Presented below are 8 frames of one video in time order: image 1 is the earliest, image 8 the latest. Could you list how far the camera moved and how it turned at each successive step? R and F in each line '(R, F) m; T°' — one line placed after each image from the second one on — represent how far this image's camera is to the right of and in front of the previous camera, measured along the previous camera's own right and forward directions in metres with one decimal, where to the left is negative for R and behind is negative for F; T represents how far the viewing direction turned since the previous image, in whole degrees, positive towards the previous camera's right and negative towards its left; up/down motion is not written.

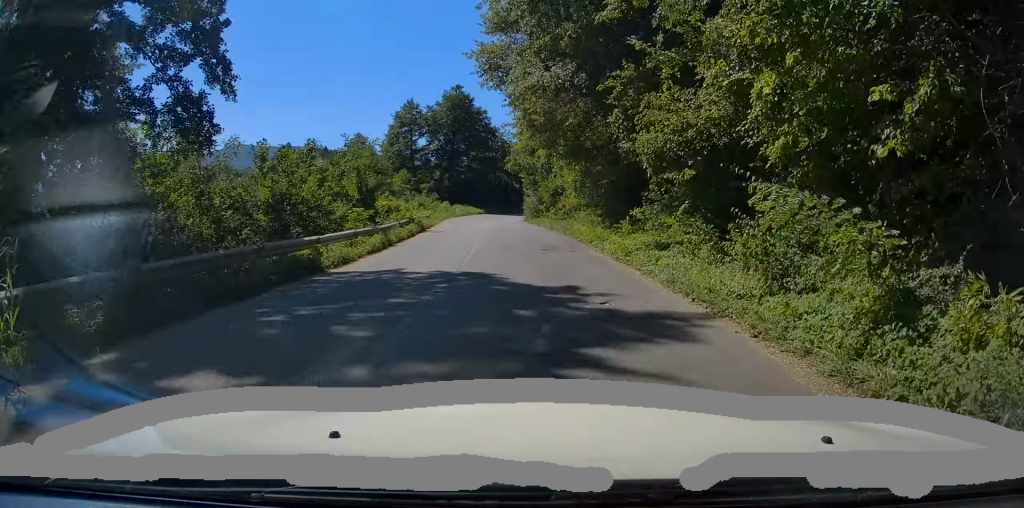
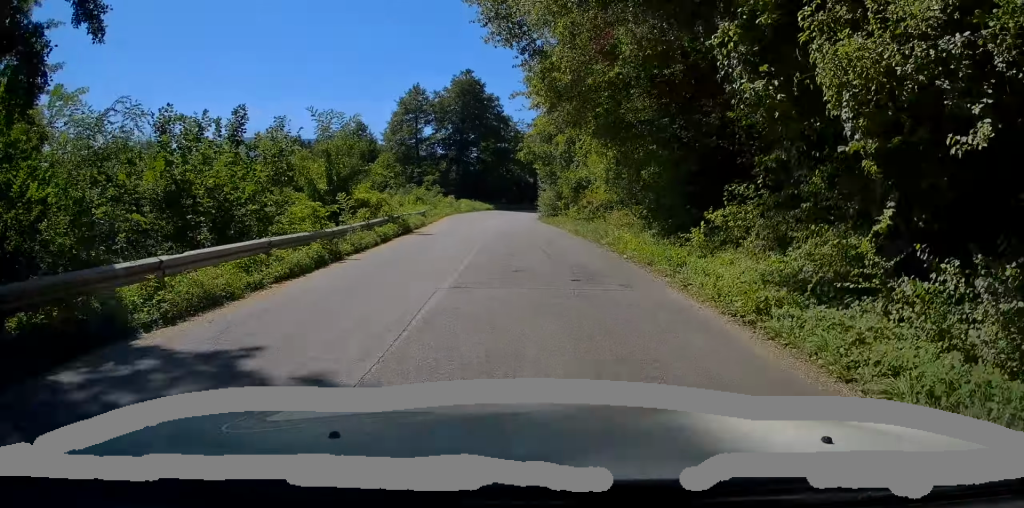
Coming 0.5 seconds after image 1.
(-0.1, +6.9) m; -1°
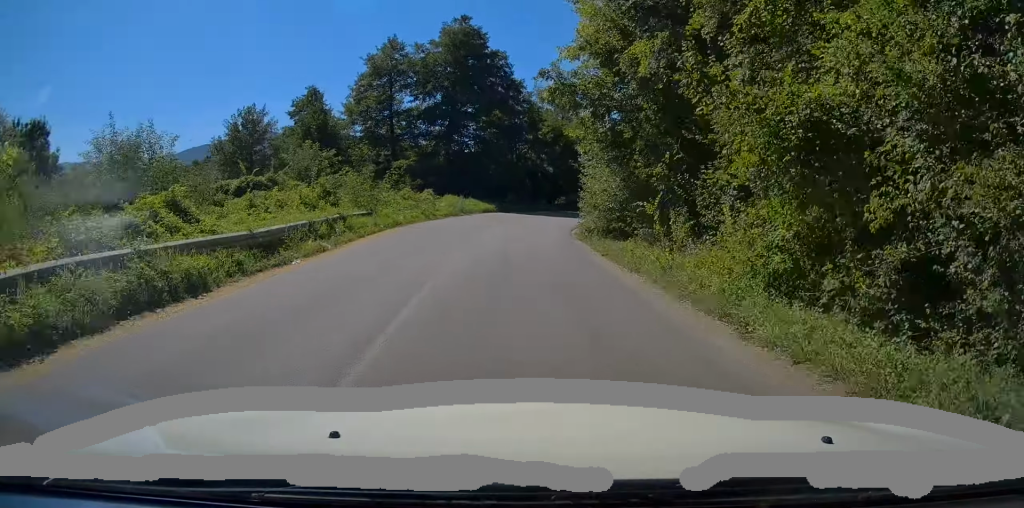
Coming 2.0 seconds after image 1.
(-0.6, +22.5) m; -2°
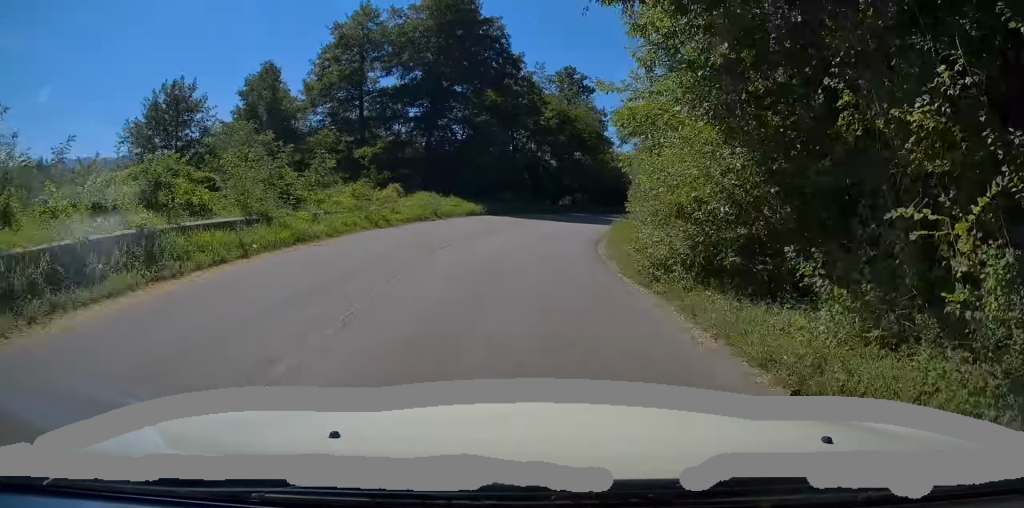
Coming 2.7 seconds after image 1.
(0.0, +10.2) m; +1°
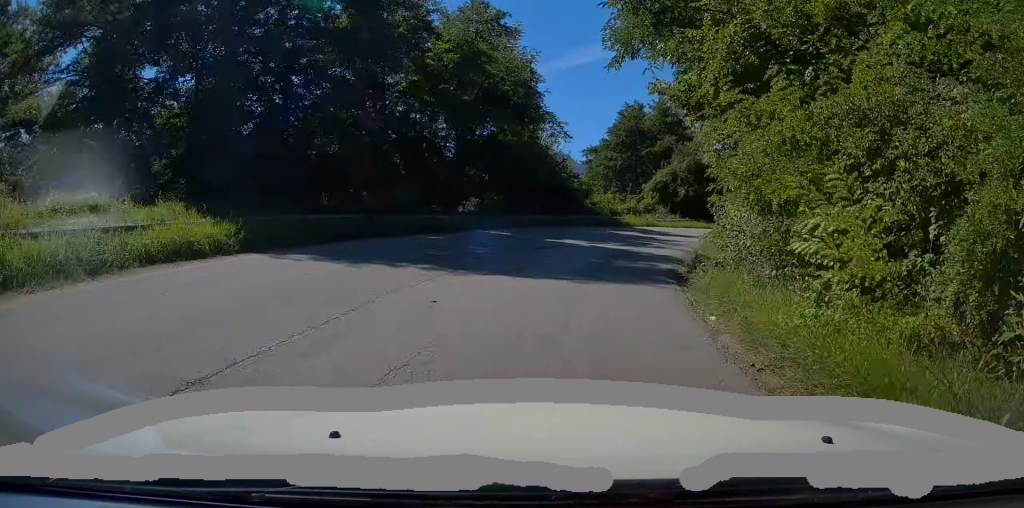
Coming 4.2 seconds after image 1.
(+0.8, +21.9) m; +9°
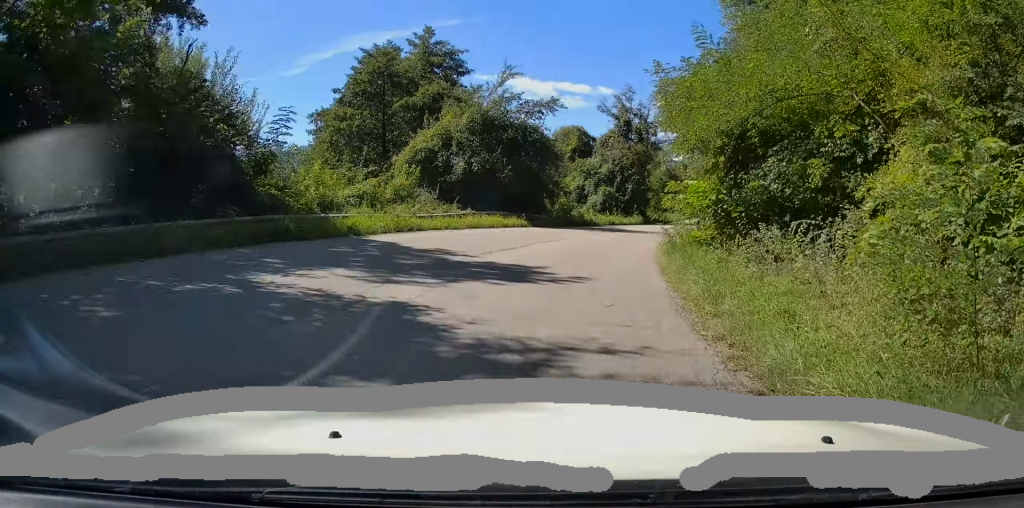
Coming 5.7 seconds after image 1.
(+3.0, +20.9) m; +15°
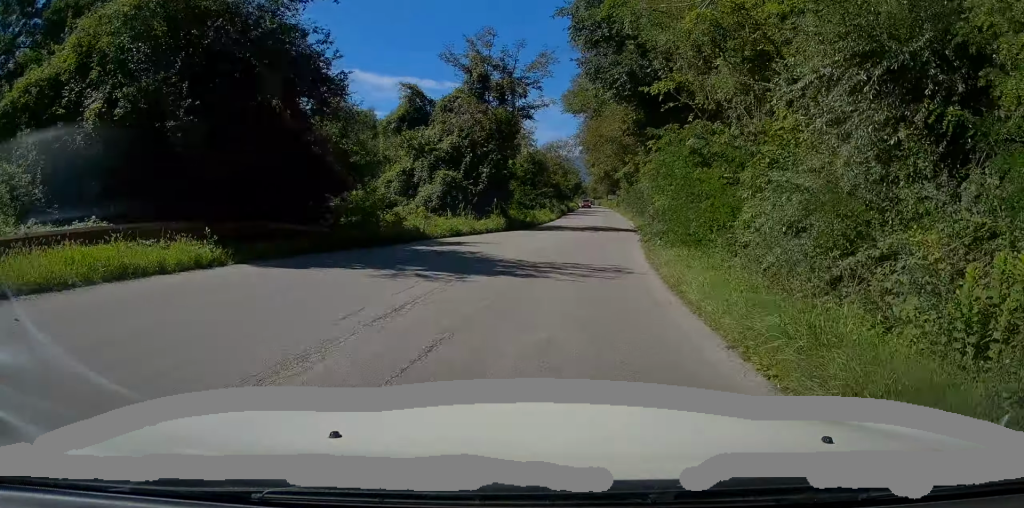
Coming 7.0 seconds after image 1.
(+2.3, +18.2) m; +15°
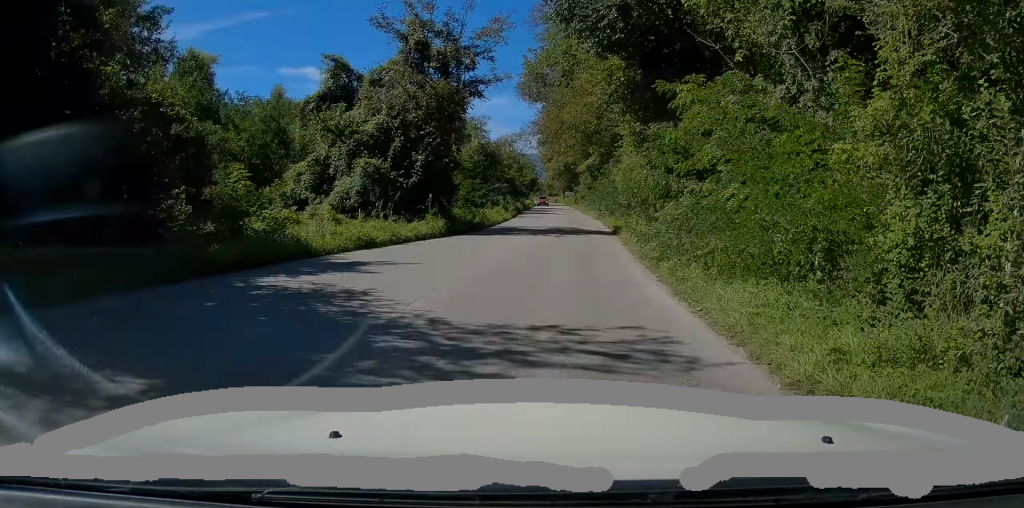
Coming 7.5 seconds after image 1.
(+0.3, +6.9) m; +4°
